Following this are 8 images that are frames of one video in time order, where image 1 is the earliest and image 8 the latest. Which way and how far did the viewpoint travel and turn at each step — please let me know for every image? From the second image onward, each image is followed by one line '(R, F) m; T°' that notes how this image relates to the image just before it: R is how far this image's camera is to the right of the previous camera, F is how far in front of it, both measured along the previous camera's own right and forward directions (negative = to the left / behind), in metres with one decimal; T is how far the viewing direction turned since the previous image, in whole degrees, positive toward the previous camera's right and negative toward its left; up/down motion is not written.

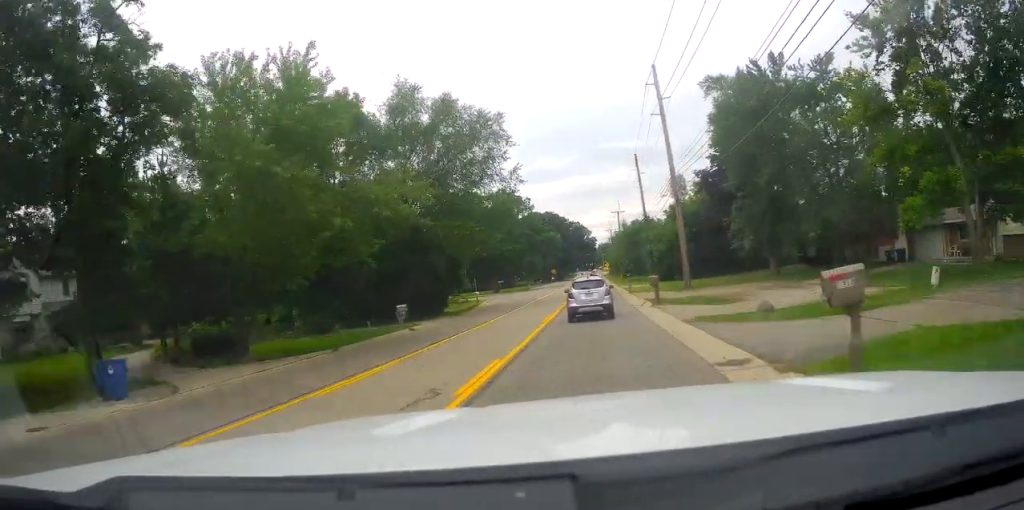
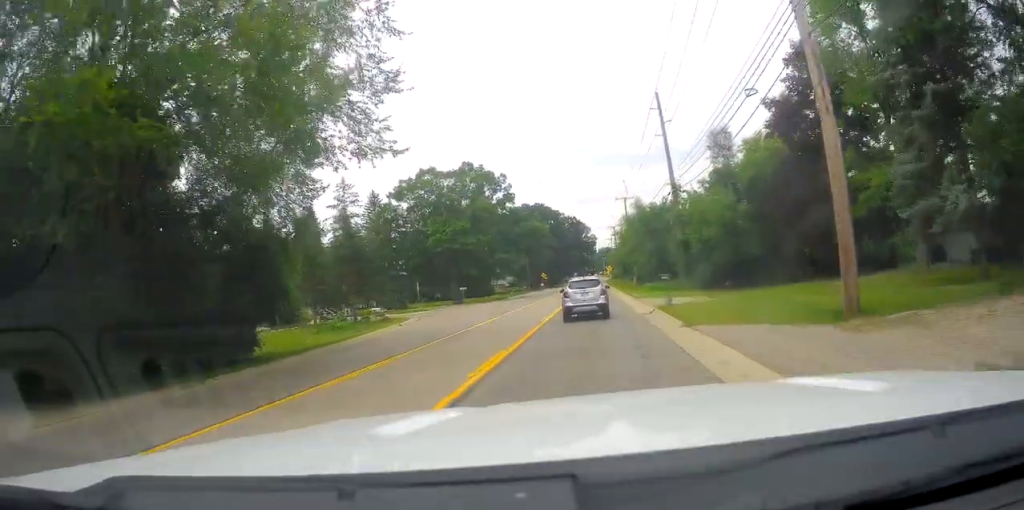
(-0.4, +29.7) m; -1°
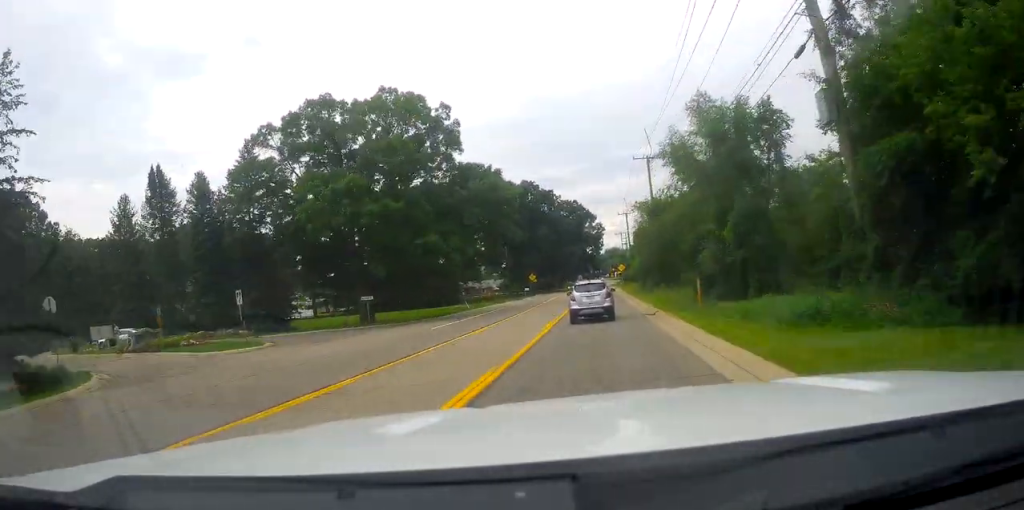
(+0.3, +35.0) m; -1°
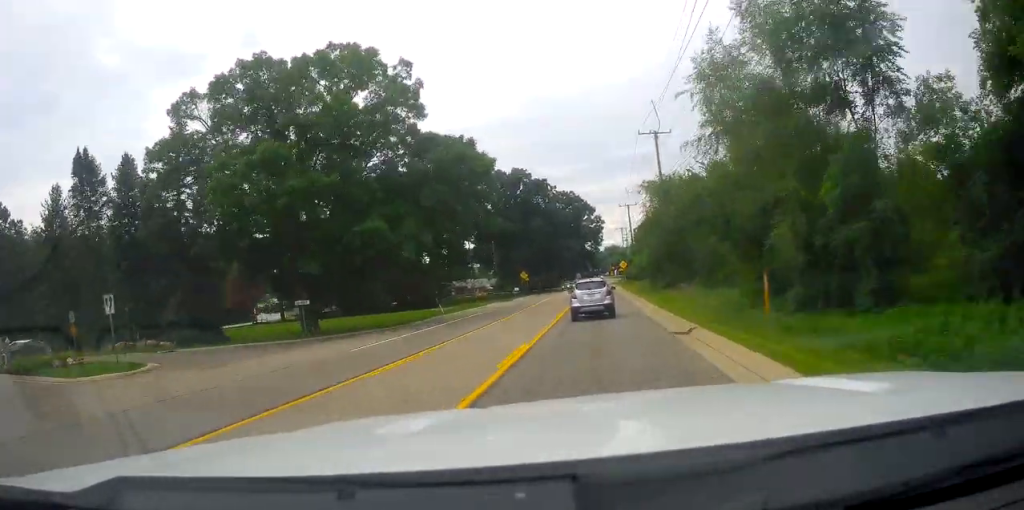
(-0.3, +10.3) m; -1°
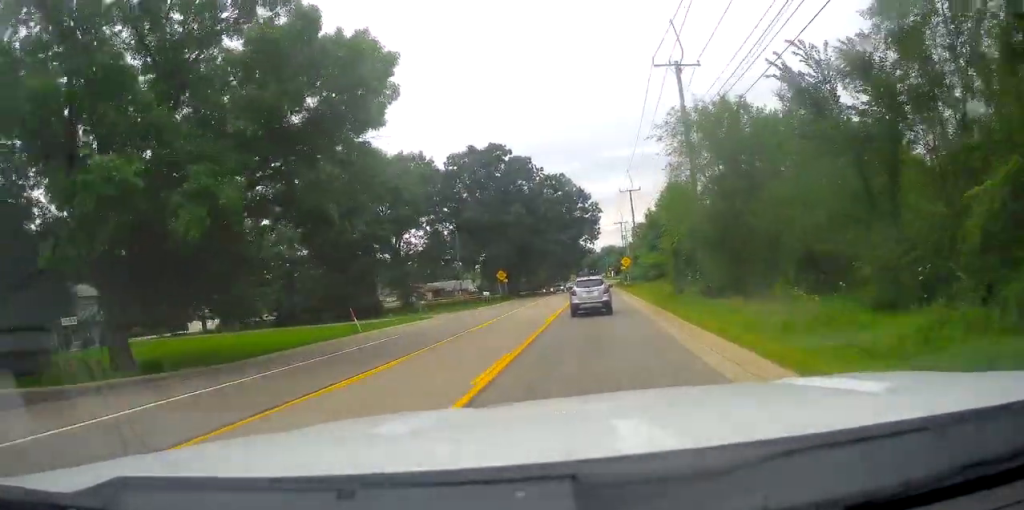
(+0.2, +17.7) m; +2°
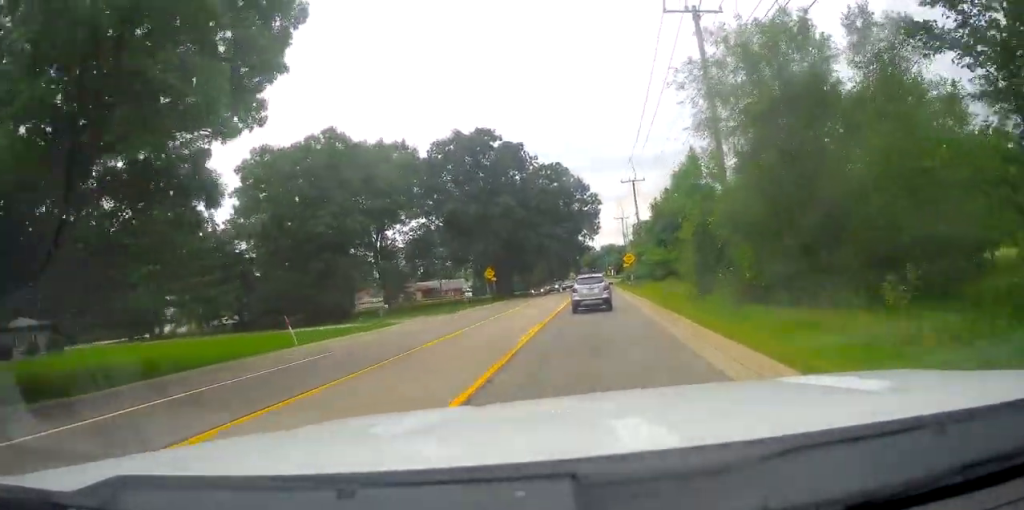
(+0.1, +7.7) m; 0°
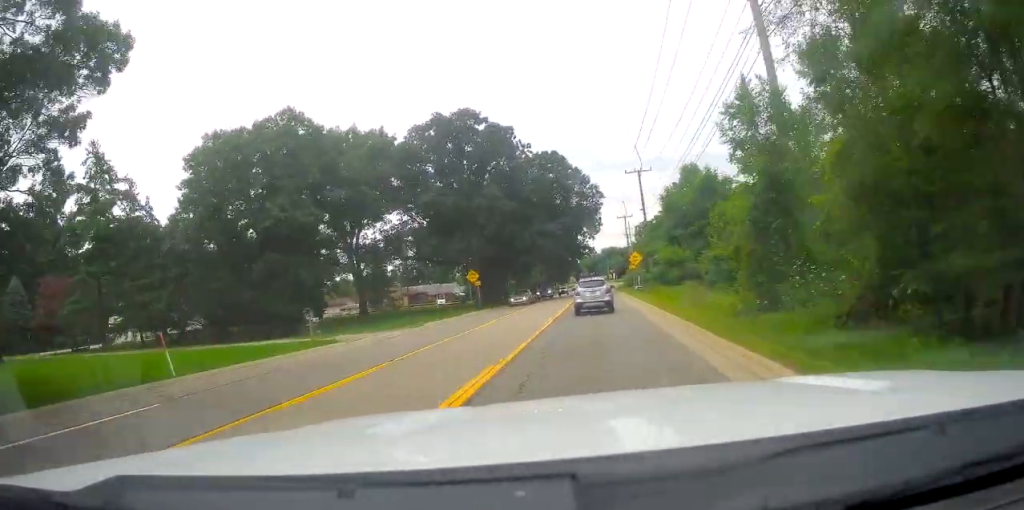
(+0.2, +8.9) m; -1°
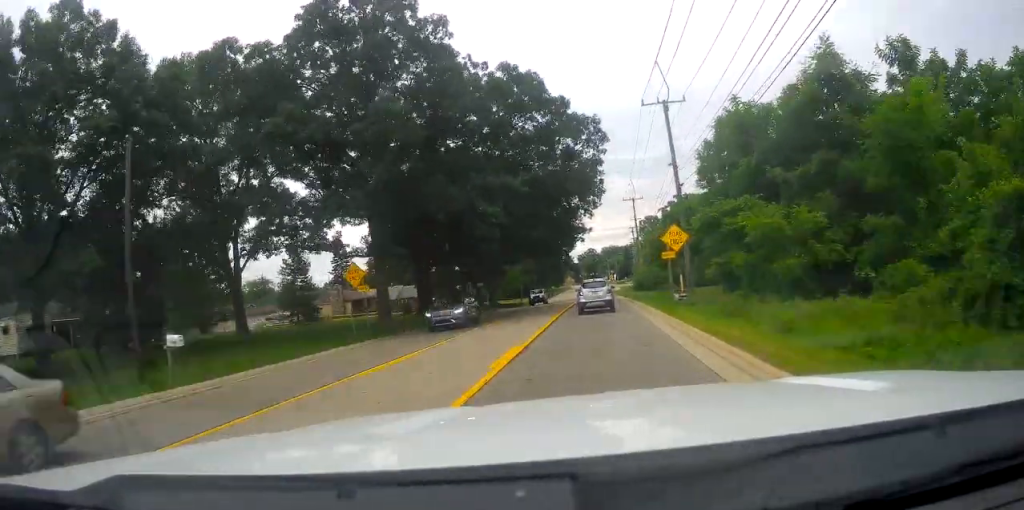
(-0.6, +26.3) m; 0°
